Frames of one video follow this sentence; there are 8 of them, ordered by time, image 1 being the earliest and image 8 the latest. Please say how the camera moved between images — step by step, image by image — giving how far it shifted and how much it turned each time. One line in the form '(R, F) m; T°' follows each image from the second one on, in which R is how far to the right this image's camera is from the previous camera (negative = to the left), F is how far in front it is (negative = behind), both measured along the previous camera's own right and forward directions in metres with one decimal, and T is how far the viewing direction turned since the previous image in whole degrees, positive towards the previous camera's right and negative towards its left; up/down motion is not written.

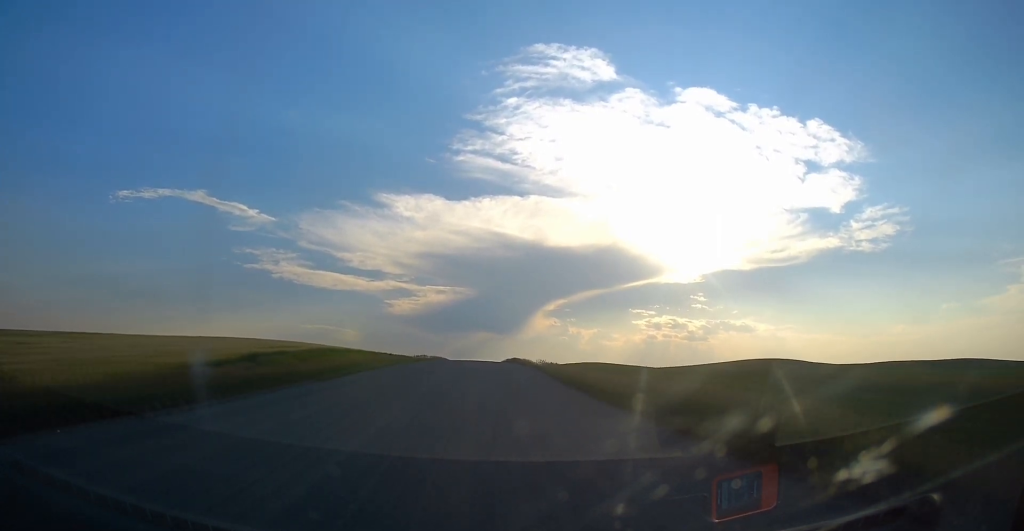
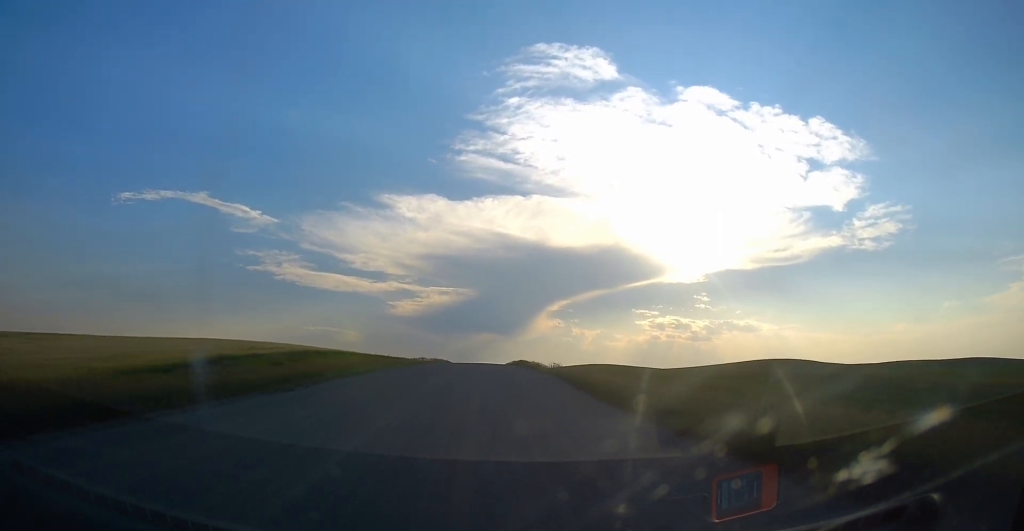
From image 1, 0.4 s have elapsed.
(0.0, +7.4) m; +1°
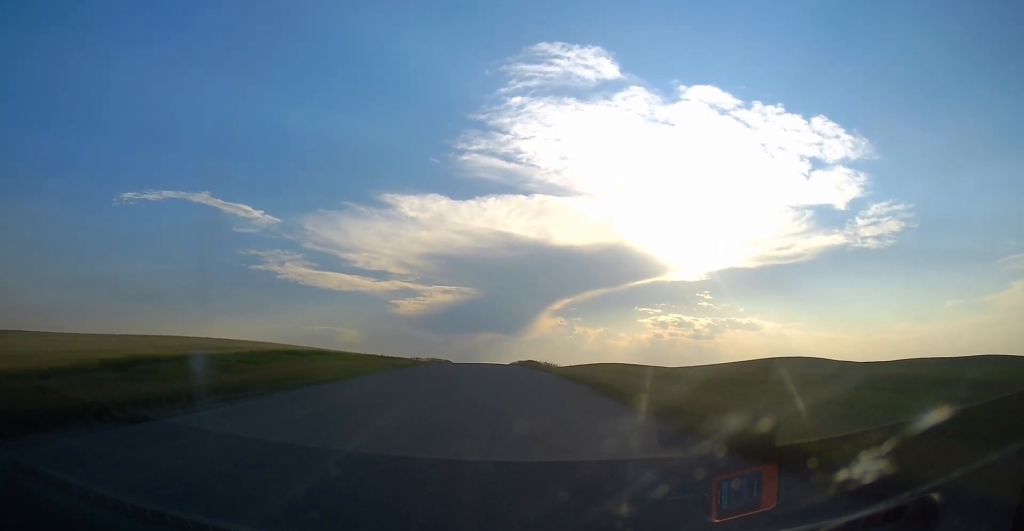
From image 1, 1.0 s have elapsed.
(+0.1, +10.3) m; 0°
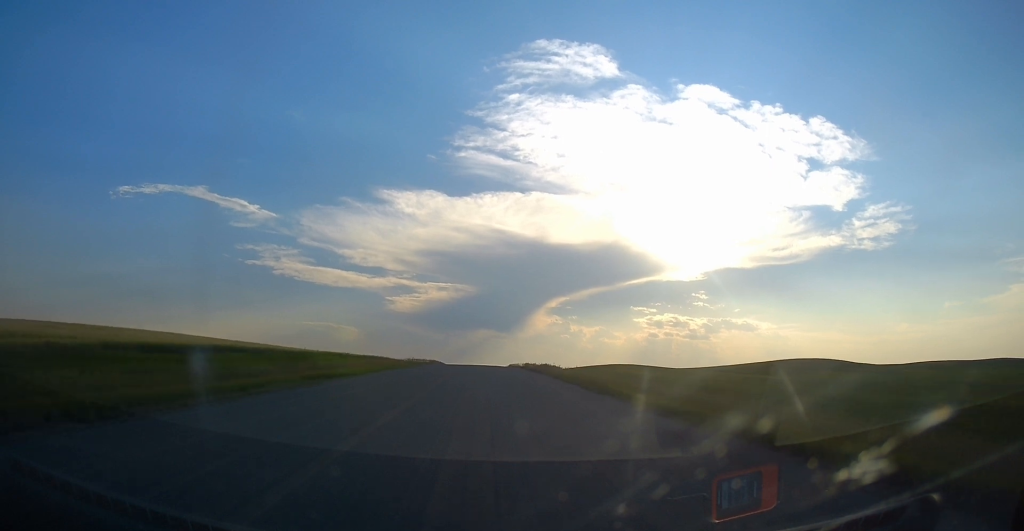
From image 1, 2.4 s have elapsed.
(0.0, +22.9) m; -1°
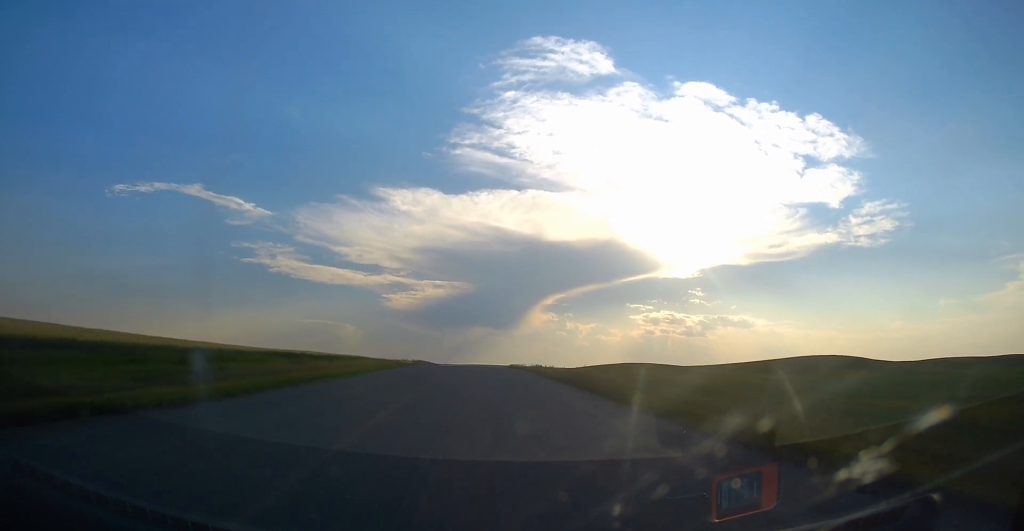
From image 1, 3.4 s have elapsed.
(-0.2, +18.3) m; -1°
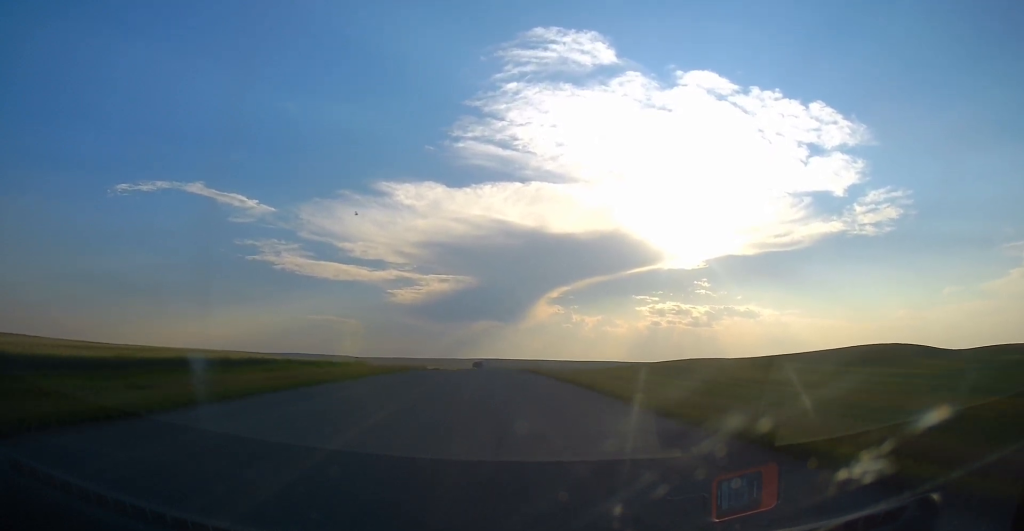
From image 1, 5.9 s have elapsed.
(0.0, +42.0) m; 0°
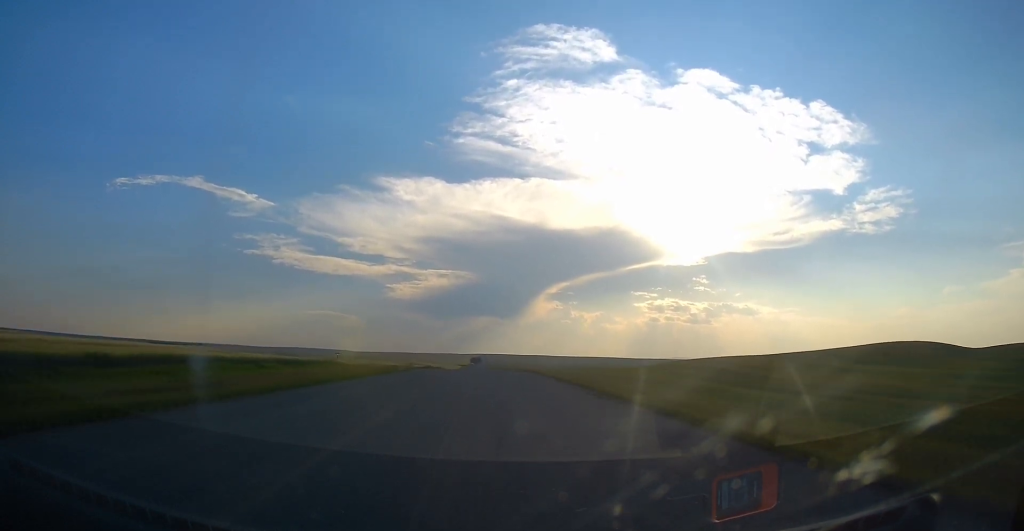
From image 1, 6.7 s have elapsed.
(0.0, +14.9) m; 0°
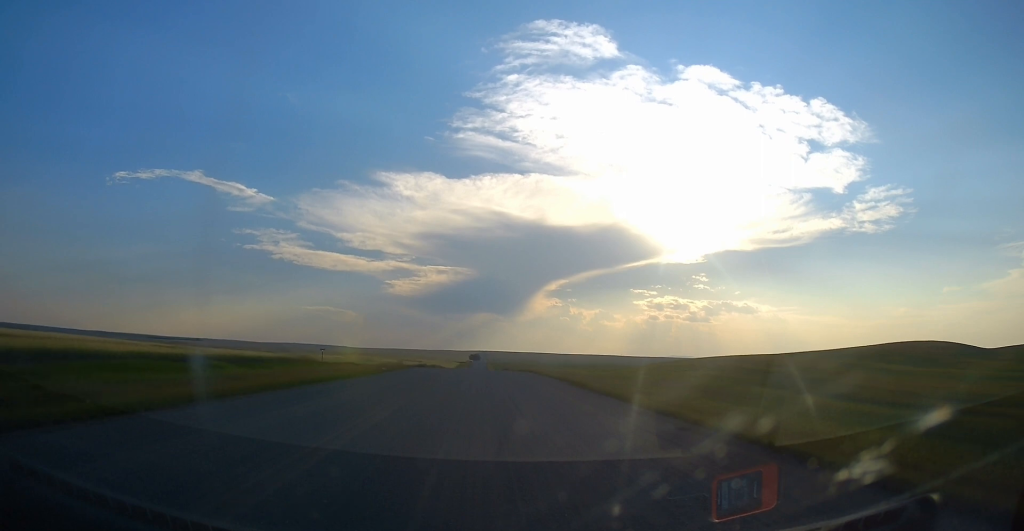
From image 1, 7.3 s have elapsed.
(0.0, +9.7) m; 0°
